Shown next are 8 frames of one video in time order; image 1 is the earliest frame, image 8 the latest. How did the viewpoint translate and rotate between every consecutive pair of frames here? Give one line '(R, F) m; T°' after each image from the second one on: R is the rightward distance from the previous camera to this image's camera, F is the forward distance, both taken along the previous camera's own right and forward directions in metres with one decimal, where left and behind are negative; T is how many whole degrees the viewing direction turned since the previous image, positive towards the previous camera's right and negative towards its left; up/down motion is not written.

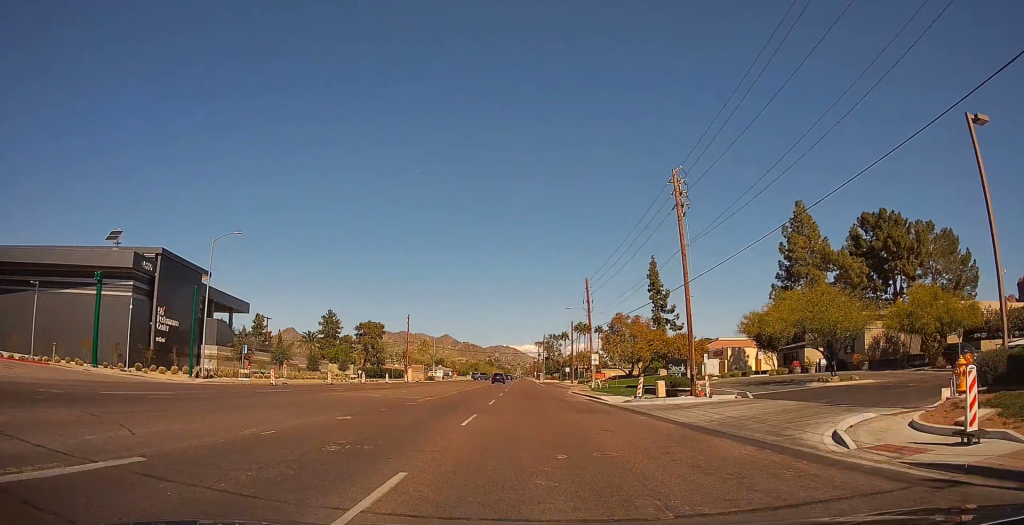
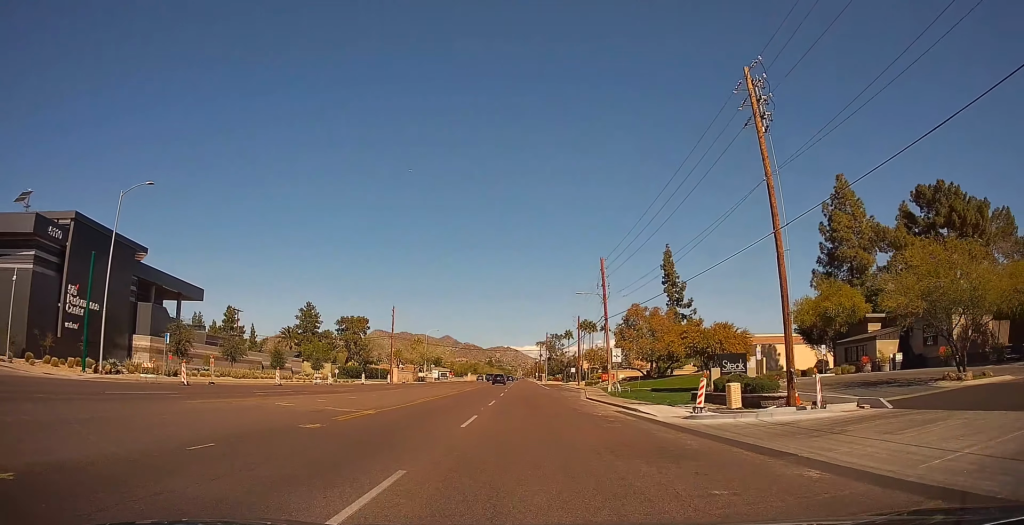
(+0.2, +12.1) m; 0°
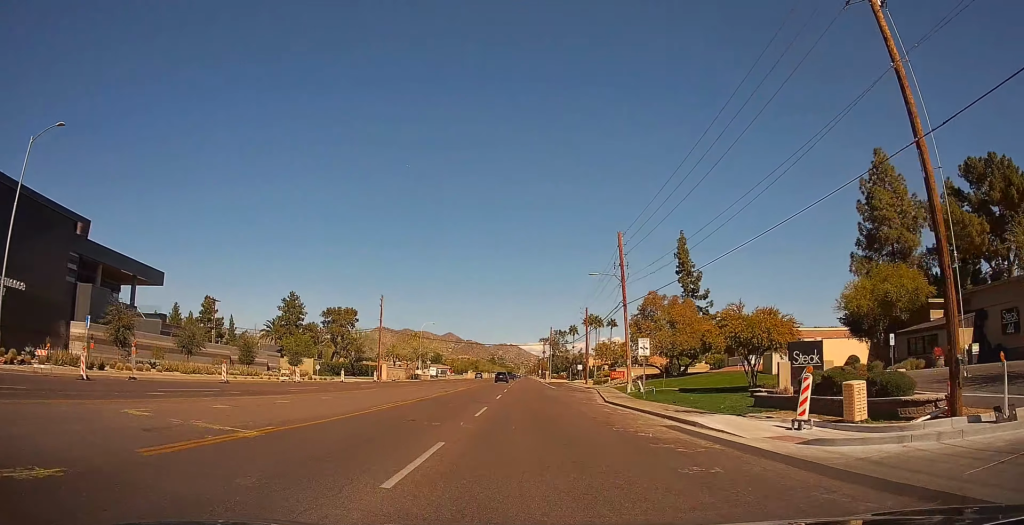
(+0.1, +8.6) m; 0°
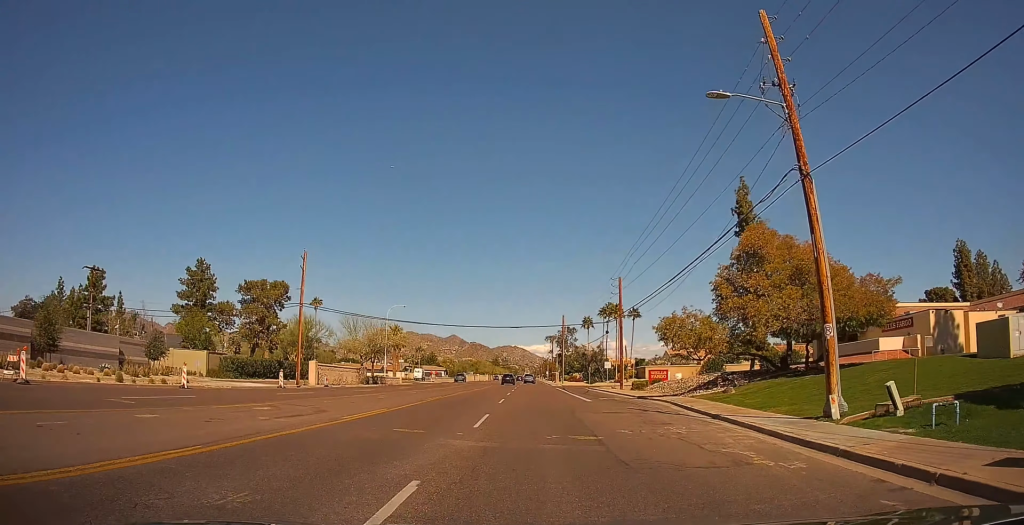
(-0.7, +29.7) m; 0°
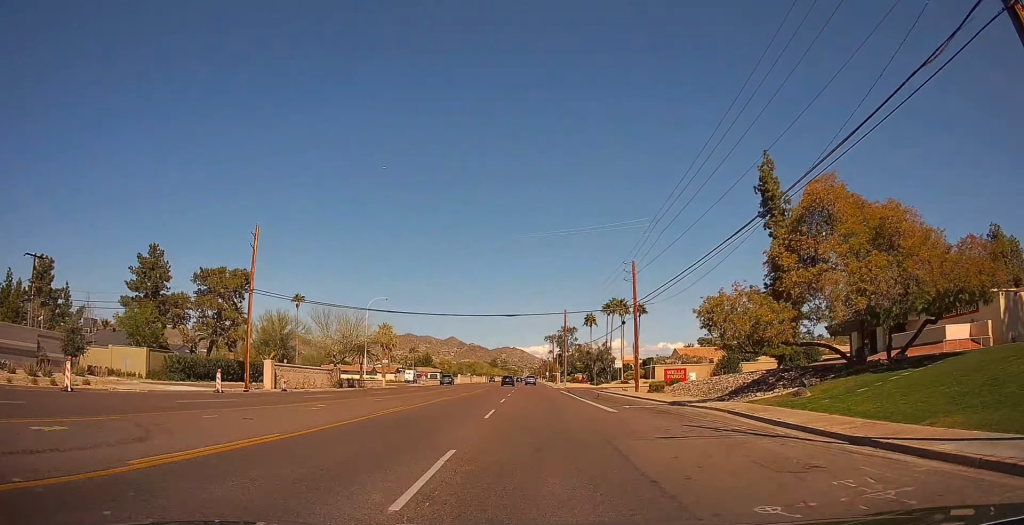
(+0.1, +9.4) m; 0°
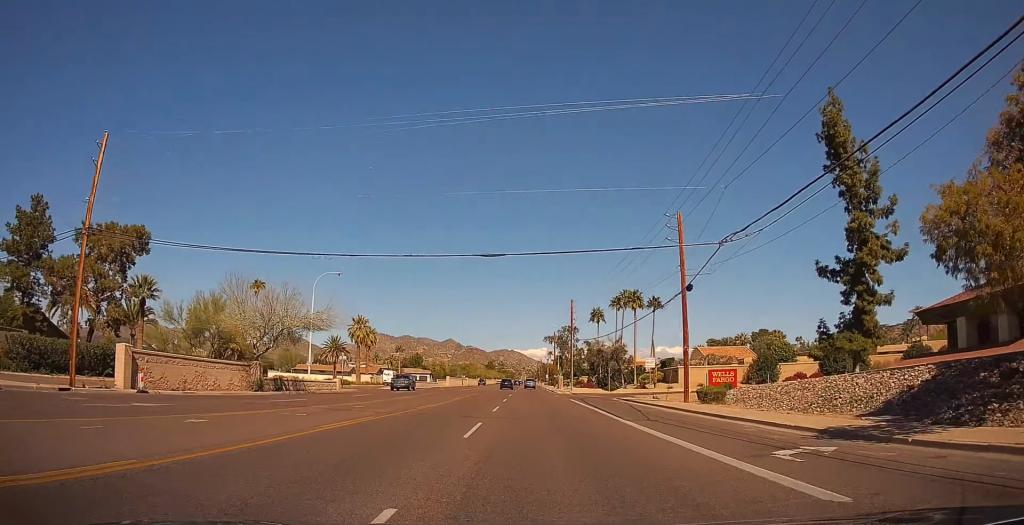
(+0.2, +17.5) m; 0°
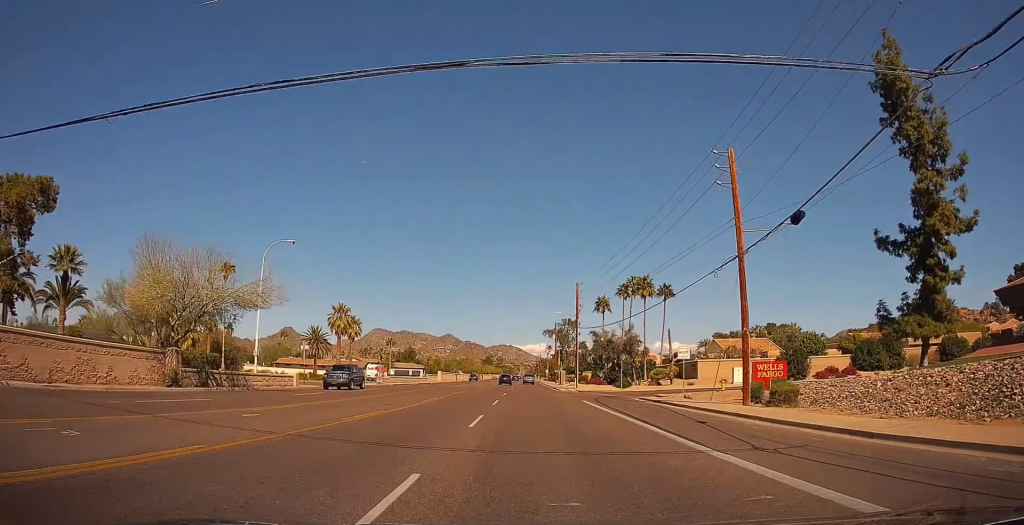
(-0.3, +10.5) m; 0°
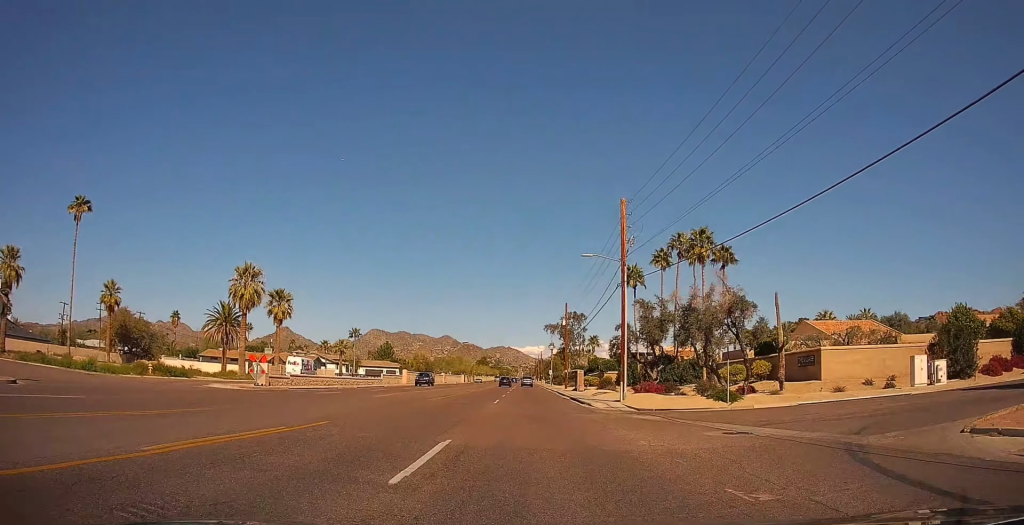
(+0.8, +33.3) m; +1°
